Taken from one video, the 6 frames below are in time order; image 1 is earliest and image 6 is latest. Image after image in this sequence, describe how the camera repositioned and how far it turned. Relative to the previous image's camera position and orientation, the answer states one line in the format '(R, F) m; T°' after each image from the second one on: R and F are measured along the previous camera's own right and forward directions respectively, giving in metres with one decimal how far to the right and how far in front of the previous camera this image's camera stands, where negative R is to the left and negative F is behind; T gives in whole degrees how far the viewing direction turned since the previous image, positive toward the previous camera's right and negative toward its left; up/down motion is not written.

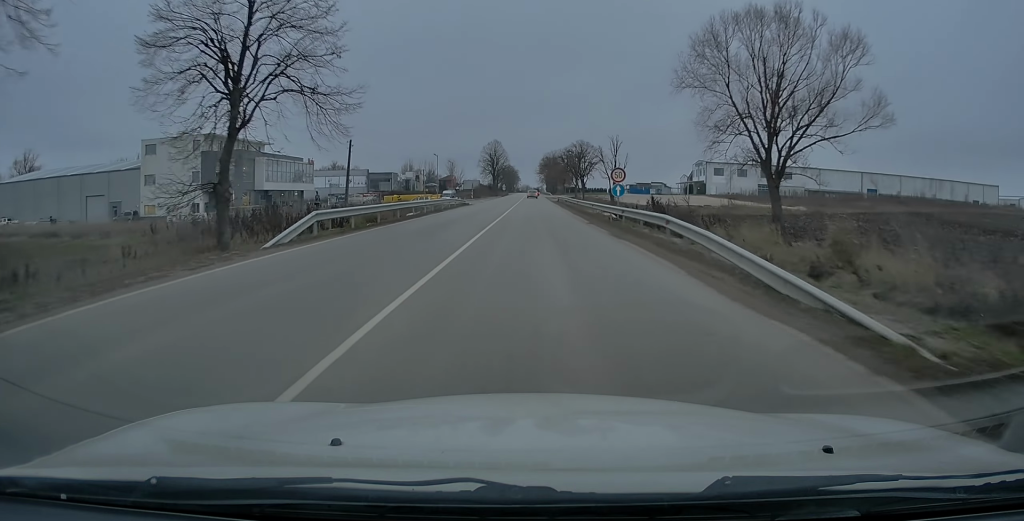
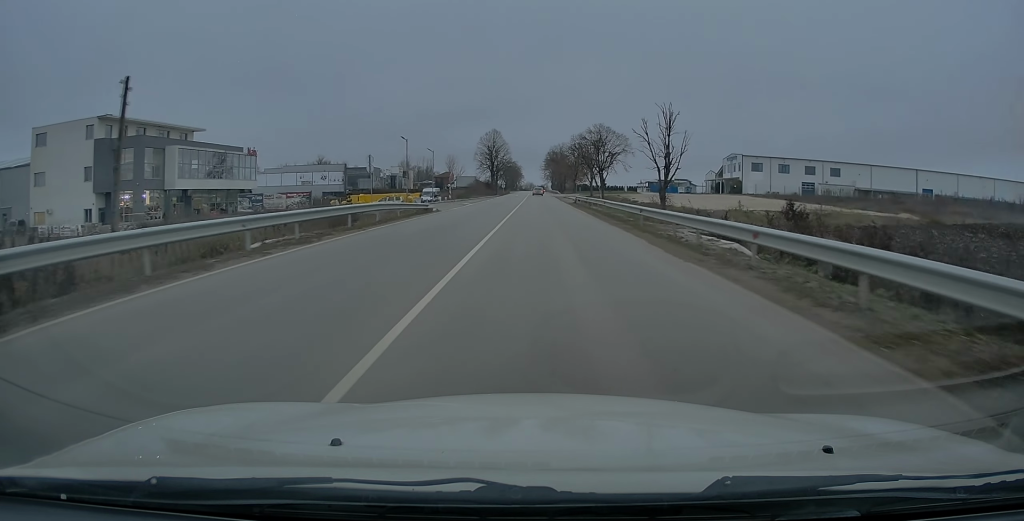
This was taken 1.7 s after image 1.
(-0.1, +25.3) m; -1°
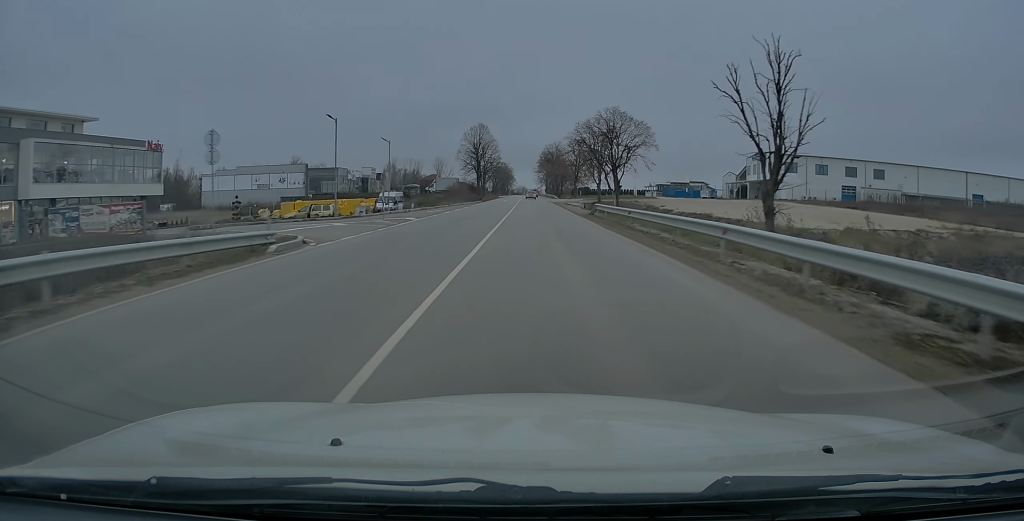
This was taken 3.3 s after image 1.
(+0.2, +22.6) m; +1°
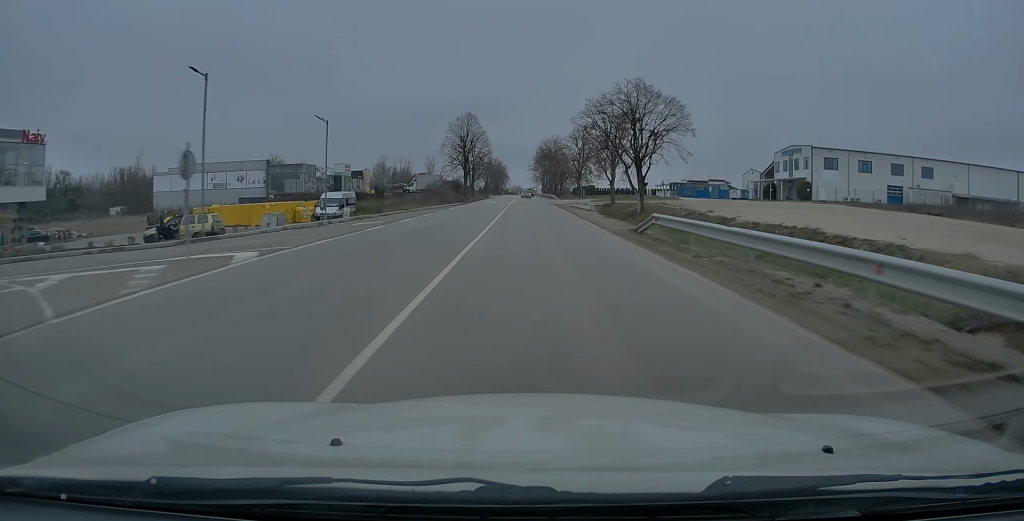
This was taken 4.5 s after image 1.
(+0.1, +18.0) m; +1°
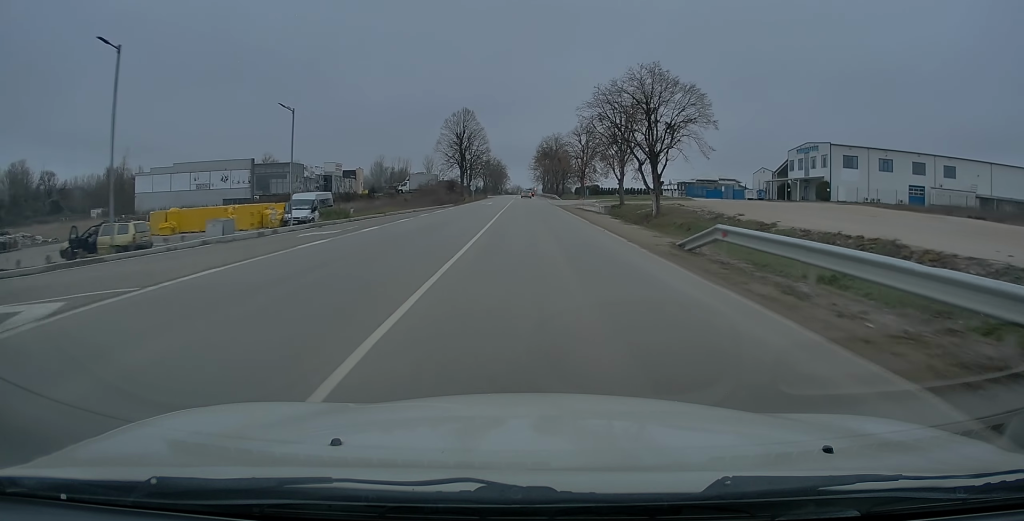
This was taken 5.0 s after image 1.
(0.0, +6.4) m; 0°
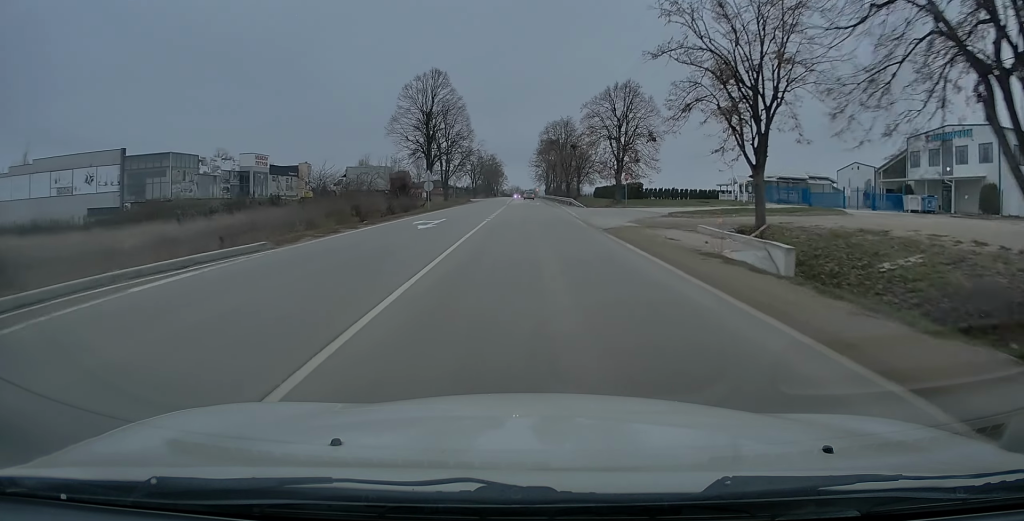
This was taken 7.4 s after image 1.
(-0.2, +37.7) m; 0°
